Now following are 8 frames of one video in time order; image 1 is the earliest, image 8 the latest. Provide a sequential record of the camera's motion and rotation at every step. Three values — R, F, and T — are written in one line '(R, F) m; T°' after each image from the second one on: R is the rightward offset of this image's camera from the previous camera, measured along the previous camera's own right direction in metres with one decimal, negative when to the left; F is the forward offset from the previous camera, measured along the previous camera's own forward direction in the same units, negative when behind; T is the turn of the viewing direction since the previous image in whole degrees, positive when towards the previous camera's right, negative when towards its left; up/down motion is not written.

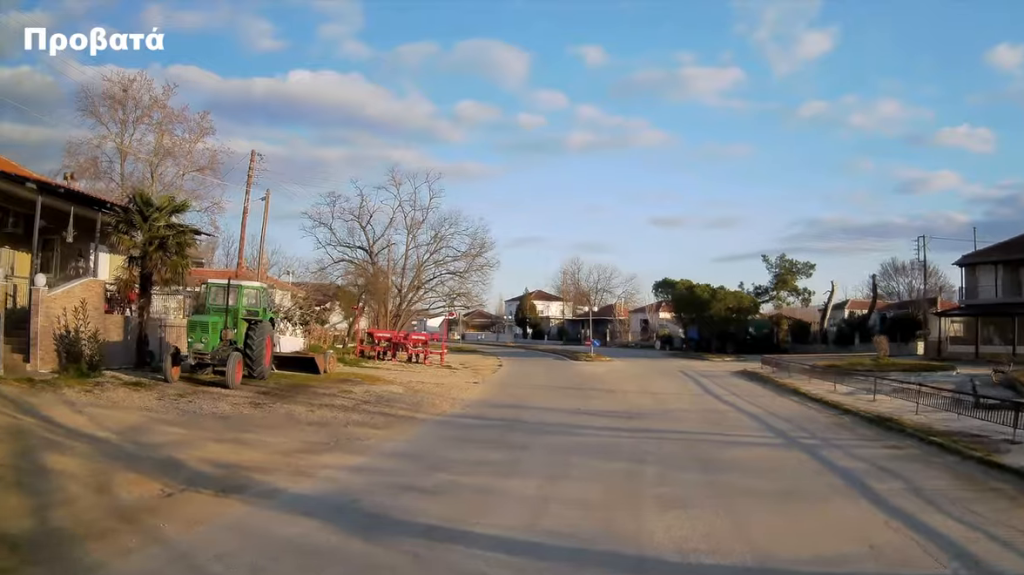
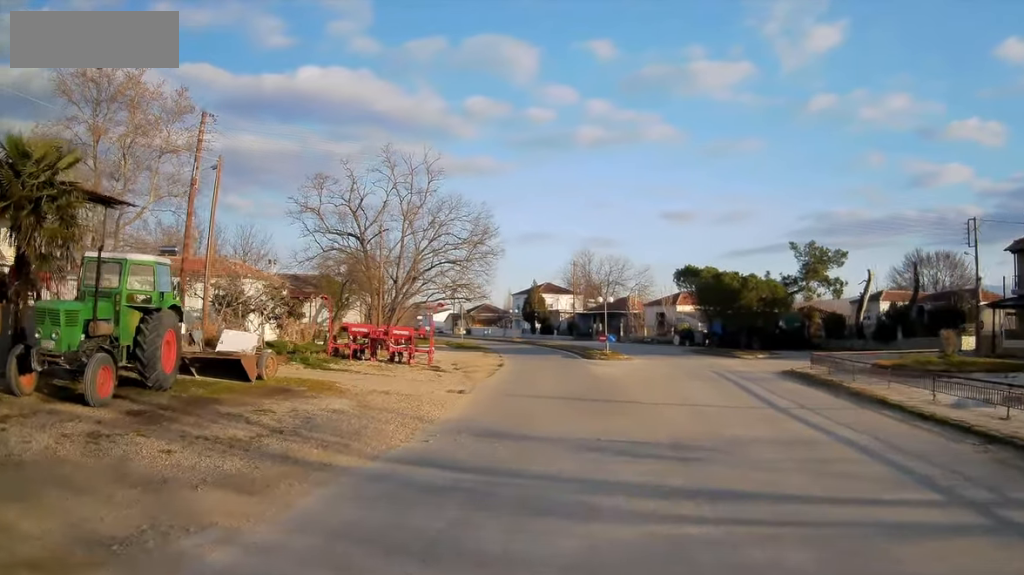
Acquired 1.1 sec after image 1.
(-0.1, +4.8) m; -4°
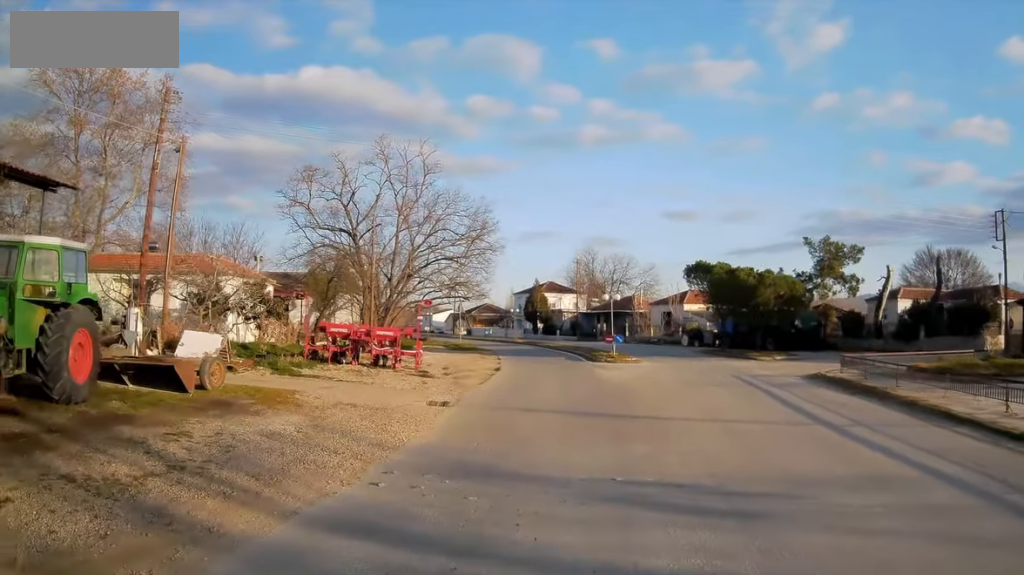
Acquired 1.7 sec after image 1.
(-0.1, +2.8) m; -1°
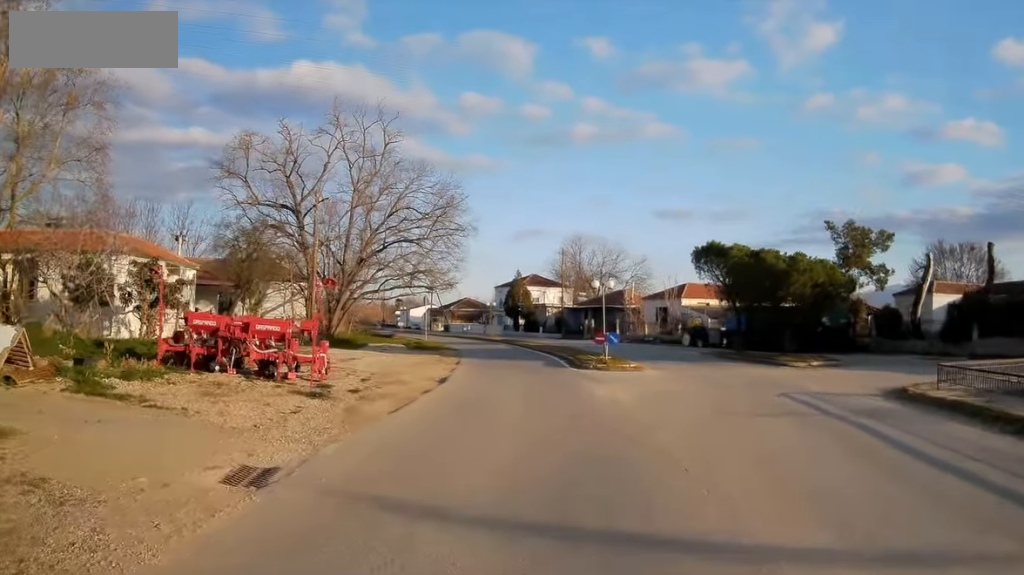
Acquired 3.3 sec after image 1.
(-0.2, +8.2) m; -1°
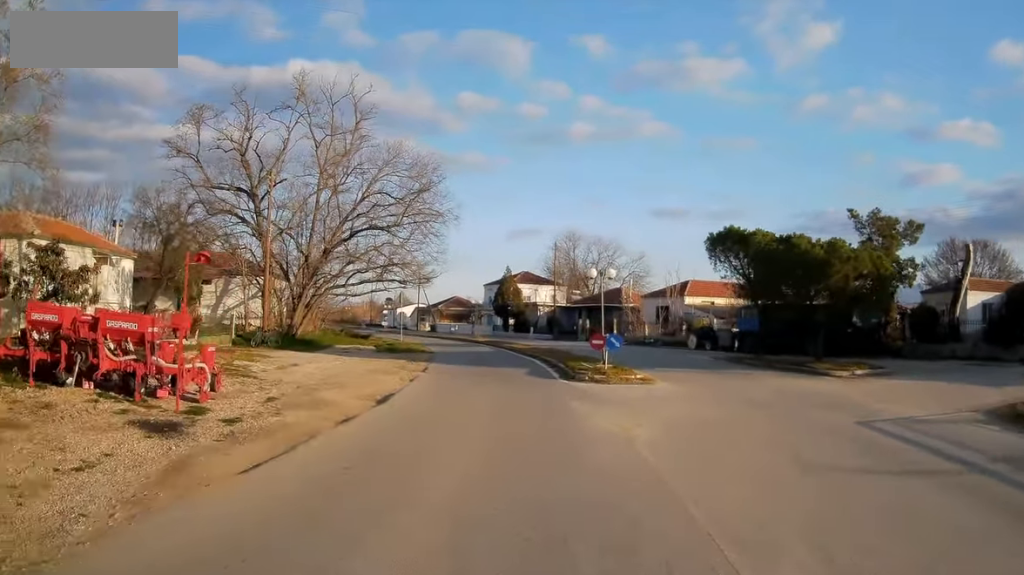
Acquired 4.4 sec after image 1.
(0.0, +5.4) m; +2°
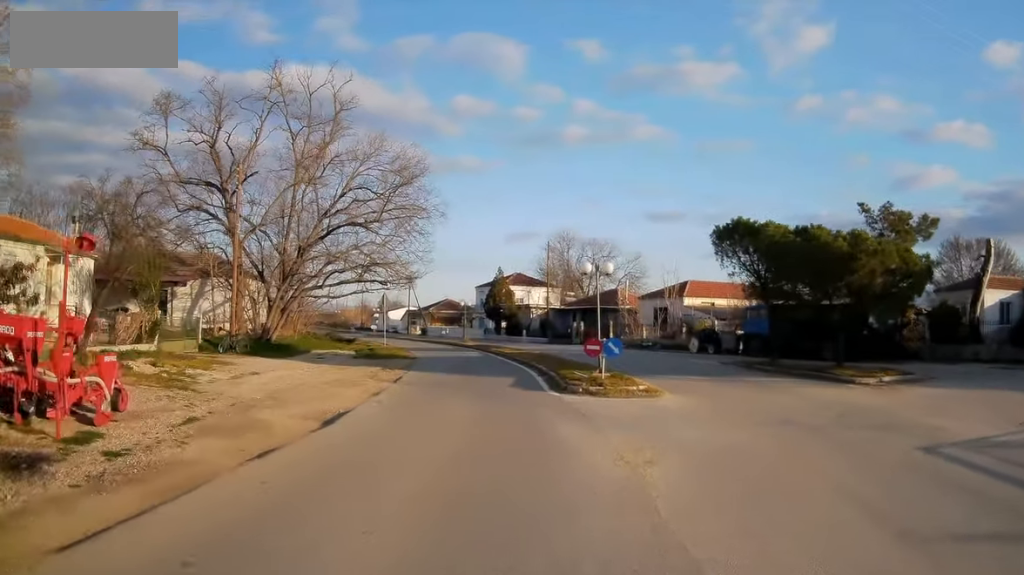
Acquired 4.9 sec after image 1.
(+0.1, +2.6) m; +1°
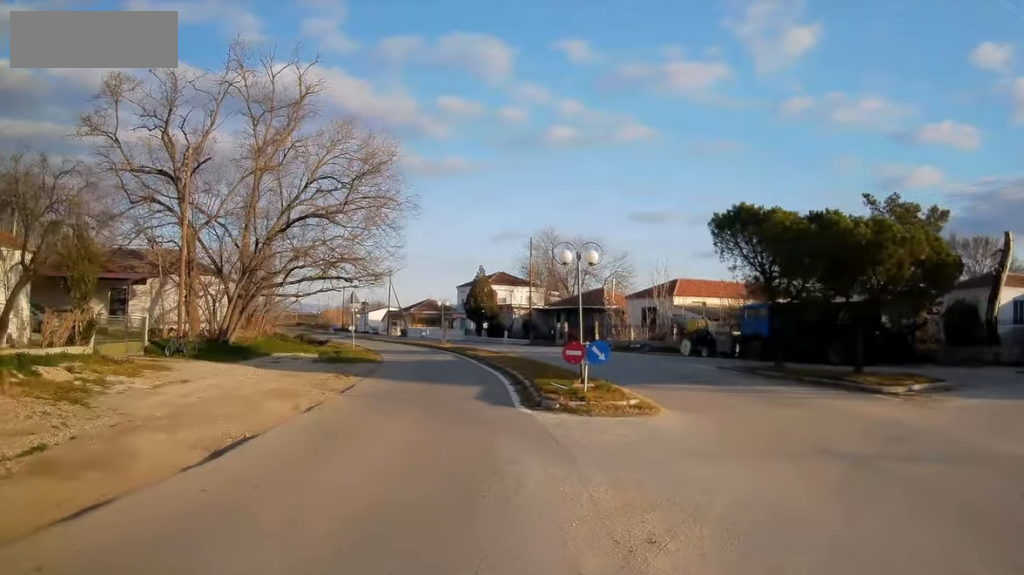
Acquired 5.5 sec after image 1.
(0.0, +3.1) m; +1°
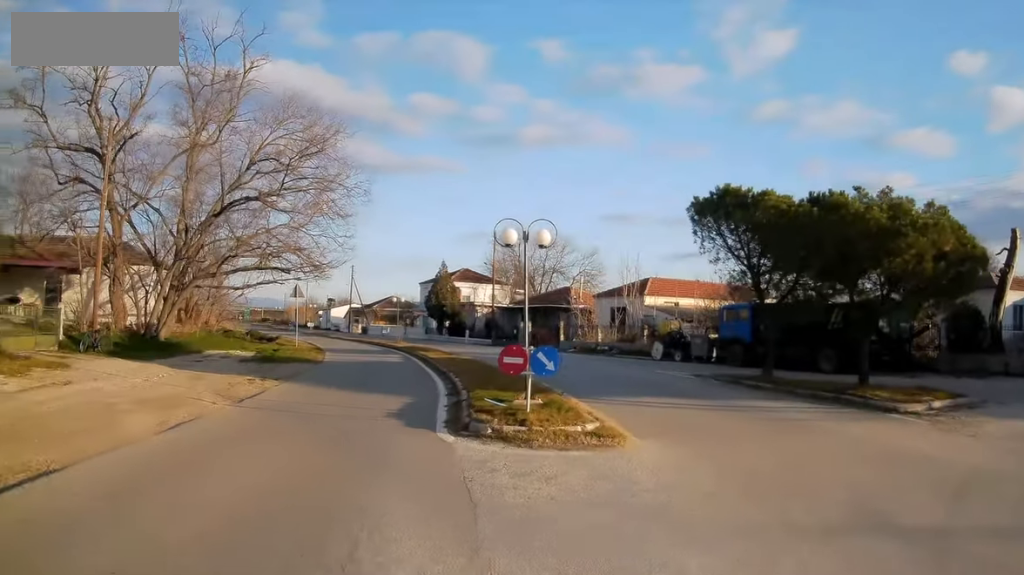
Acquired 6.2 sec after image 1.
(0.0, +3.5) m; +1°
